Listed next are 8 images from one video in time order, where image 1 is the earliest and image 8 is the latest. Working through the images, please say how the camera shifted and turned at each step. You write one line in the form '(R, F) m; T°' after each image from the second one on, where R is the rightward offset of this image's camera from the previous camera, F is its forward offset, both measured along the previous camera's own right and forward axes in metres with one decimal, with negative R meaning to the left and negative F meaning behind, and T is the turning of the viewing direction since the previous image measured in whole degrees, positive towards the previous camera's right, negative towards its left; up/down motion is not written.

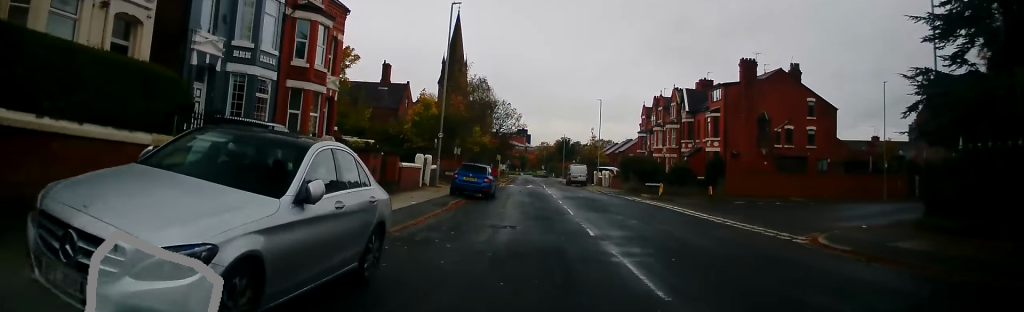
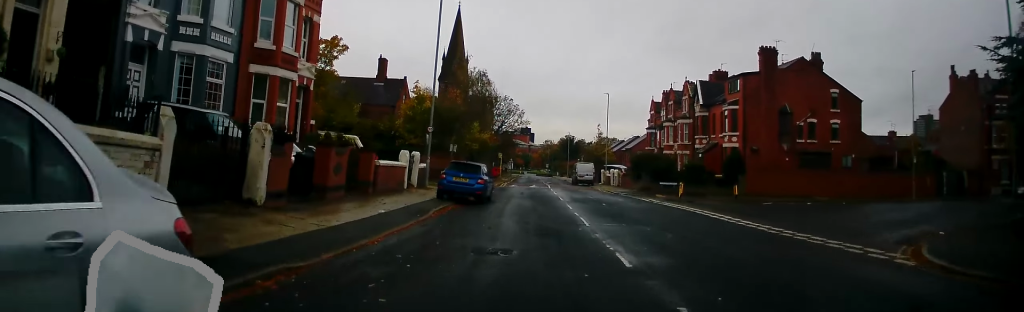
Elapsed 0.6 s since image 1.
(+0.5, +4.1) m; -3°
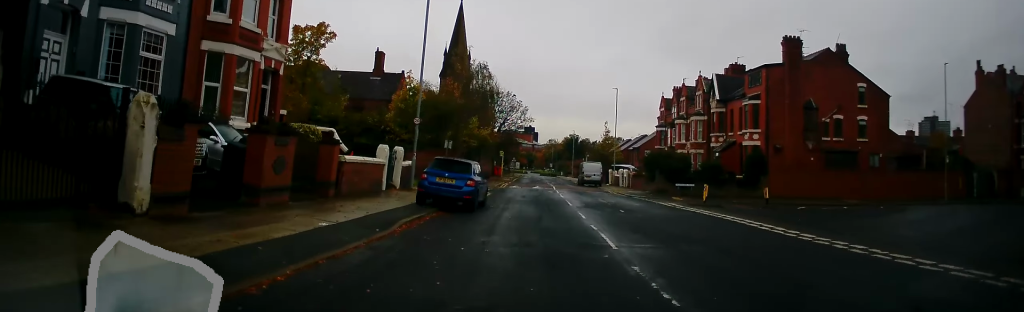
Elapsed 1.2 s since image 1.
(-0.5, +4.2) m; -2°
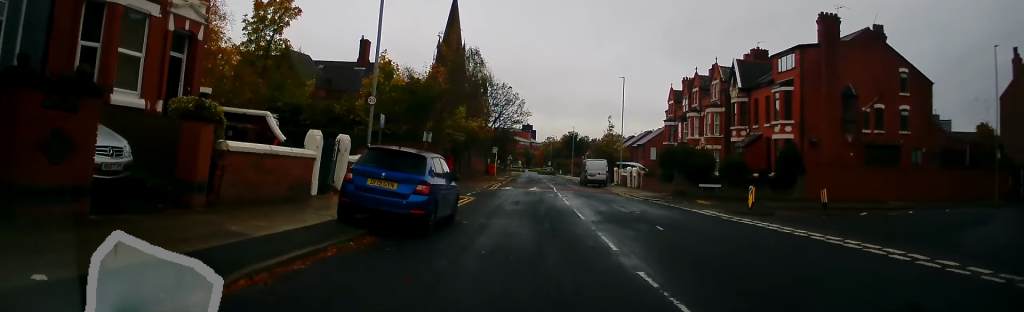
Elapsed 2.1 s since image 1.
(-0.2, +6.5) m; 0°
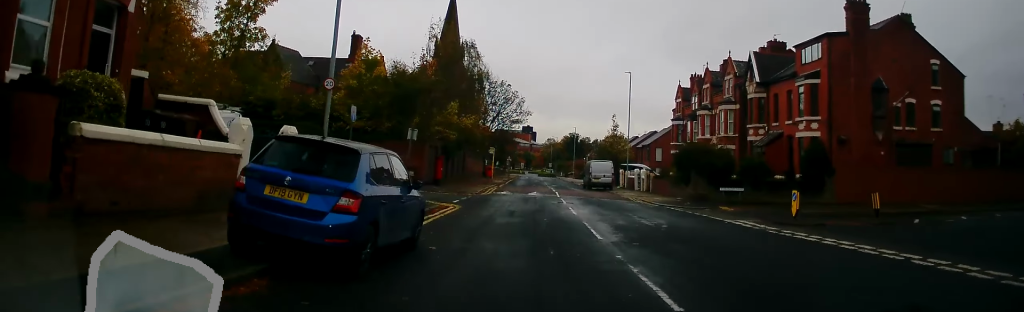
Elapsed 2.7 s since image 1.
(+0.2, +4.0) m; +2°
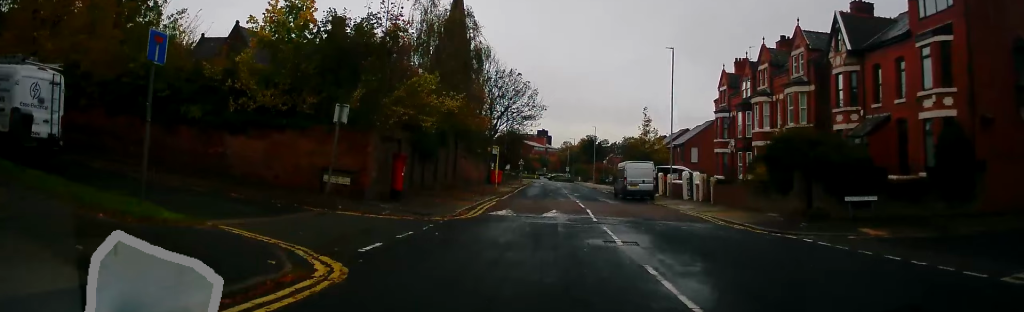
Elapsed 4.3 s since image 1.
(0.0, +12.4) m; 0°
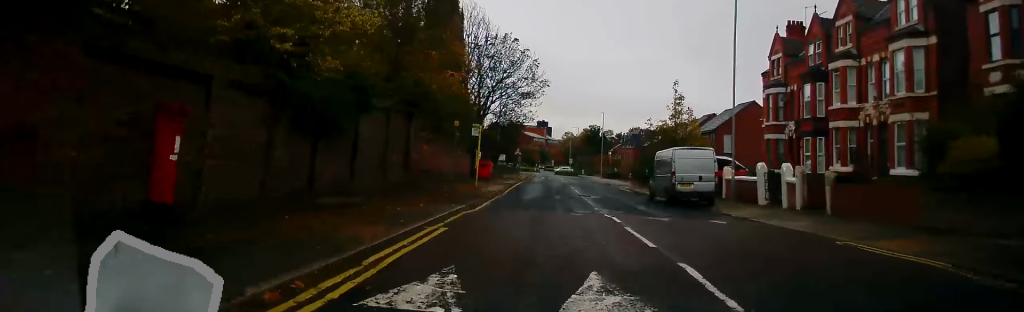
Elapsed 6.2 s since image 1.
(-0.1, +13.5) m; 0°
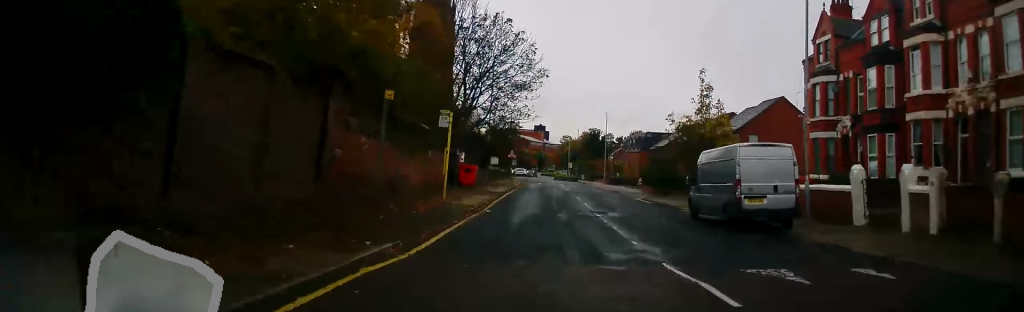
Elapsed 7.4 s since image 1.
(0.0, +8.4) m; -3°
